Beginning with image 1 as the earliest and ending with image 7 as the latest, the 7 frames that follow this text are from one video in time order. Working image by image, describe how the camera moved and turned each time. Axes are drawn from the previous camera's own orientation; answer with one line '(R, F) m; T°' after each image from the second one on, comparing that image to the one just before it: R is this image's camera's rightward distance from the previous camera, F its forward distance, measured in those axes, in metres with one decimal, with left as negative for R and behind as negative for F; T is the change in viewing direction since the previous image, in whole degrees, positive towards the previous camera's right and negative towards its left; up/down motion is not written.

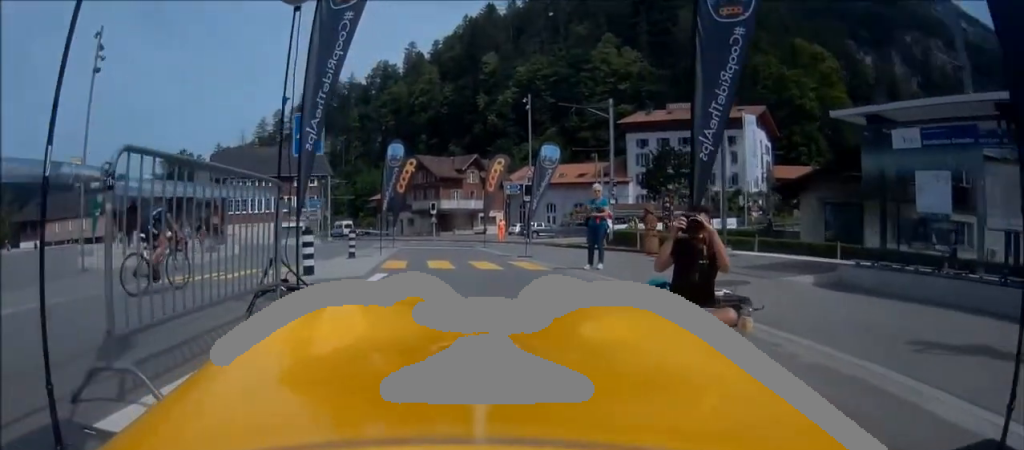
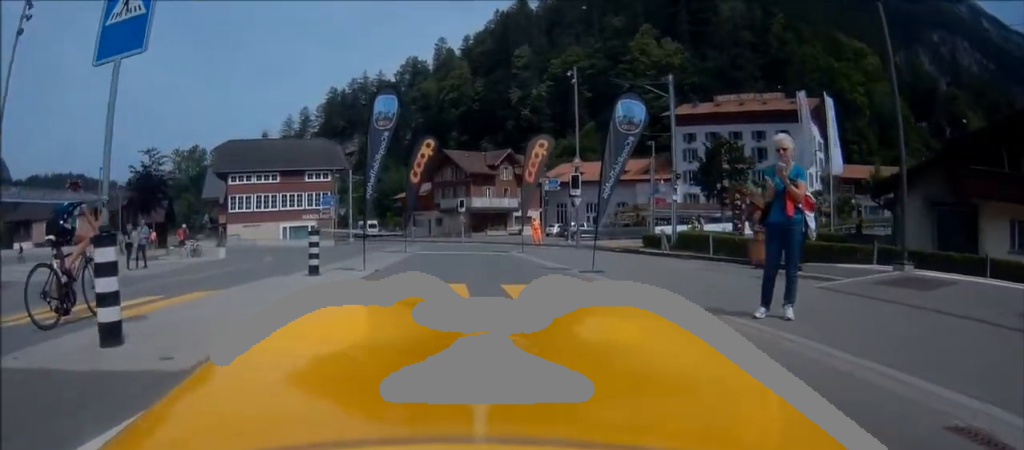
(-0.4, +5.5) m; -6°
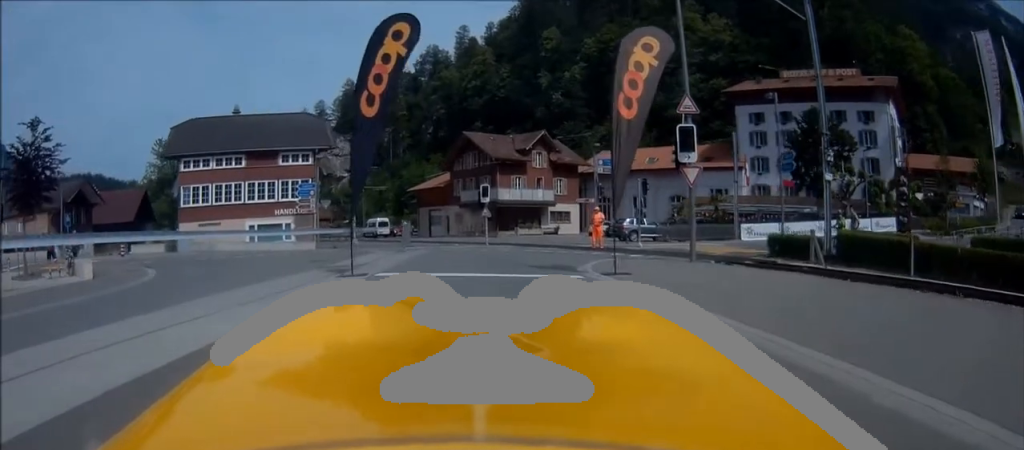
(0.0, +13.2) m; +2°
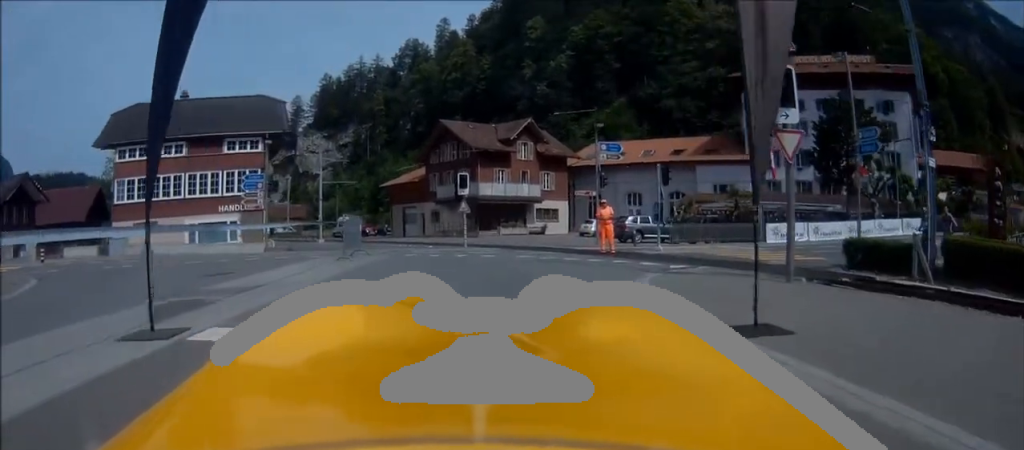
(+0.2, +6.6) m; +6°
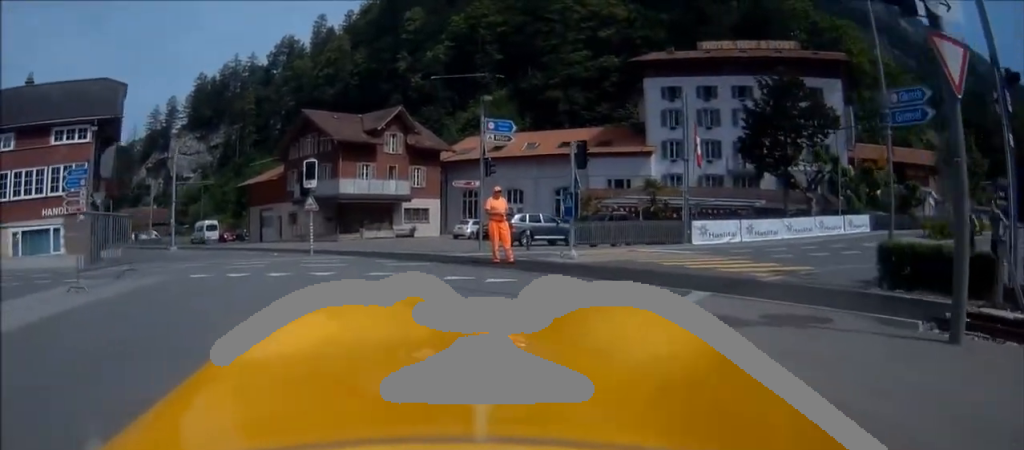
(+0.5, +6.4) m; +10°
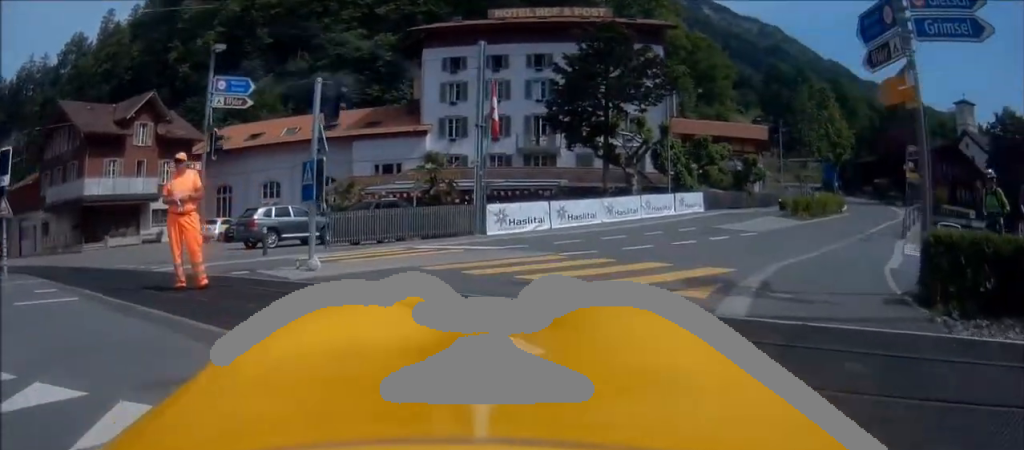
(+0.6, +6.4) m; +12°
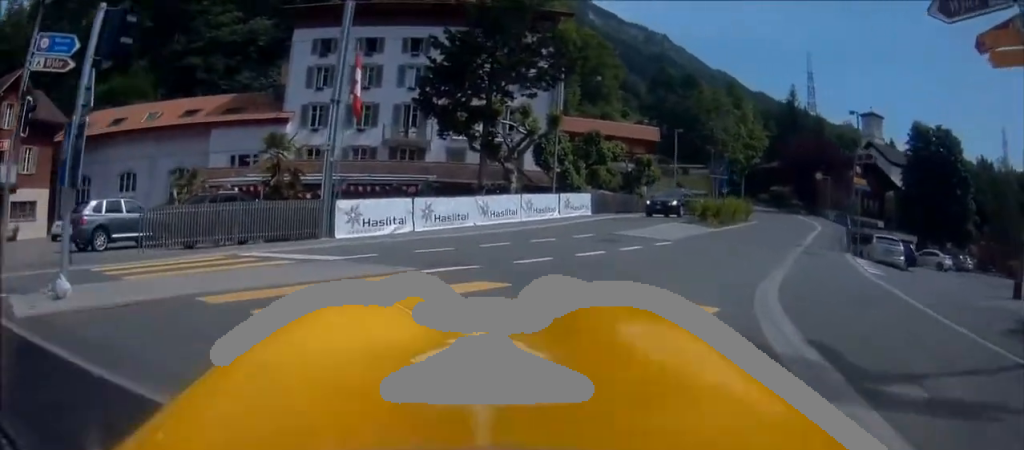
(-0.1, +3.8) m; +9°
